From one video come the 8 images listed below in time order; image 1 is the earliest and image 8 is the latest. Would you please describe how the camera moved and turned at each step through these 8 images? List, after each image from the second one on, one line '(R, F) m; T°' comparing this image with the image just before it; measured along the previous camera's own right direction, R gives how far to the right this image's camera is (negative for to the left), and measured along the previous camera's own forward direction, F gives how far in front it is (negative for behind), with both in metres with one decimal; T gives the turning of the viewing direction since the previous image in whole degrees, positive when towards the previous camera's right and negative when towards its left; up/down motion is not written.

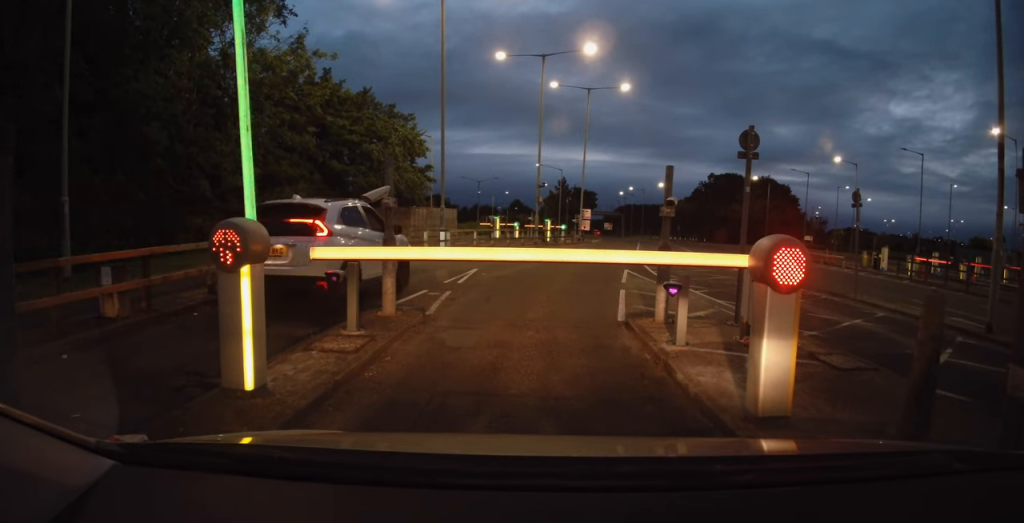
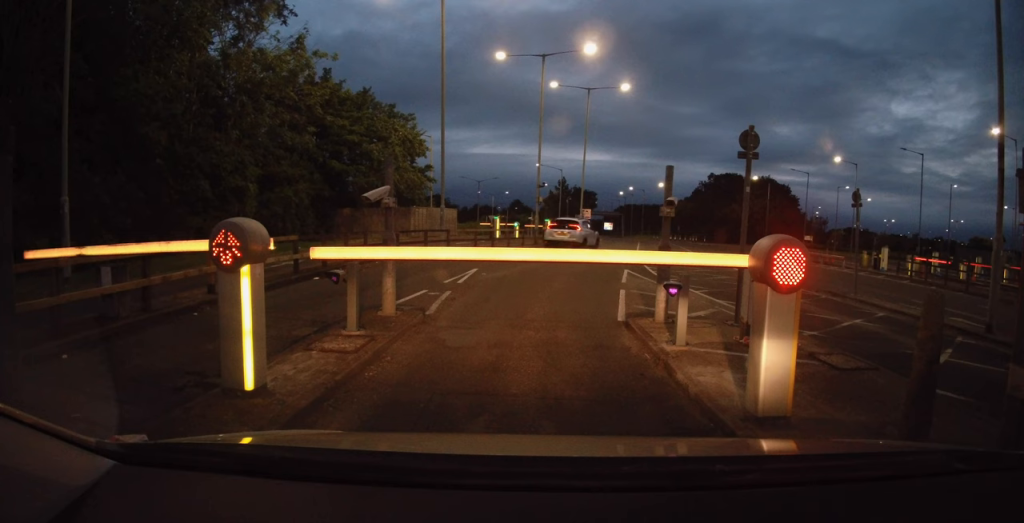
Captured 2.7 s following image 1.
(0.0, 0.0) m; 0°
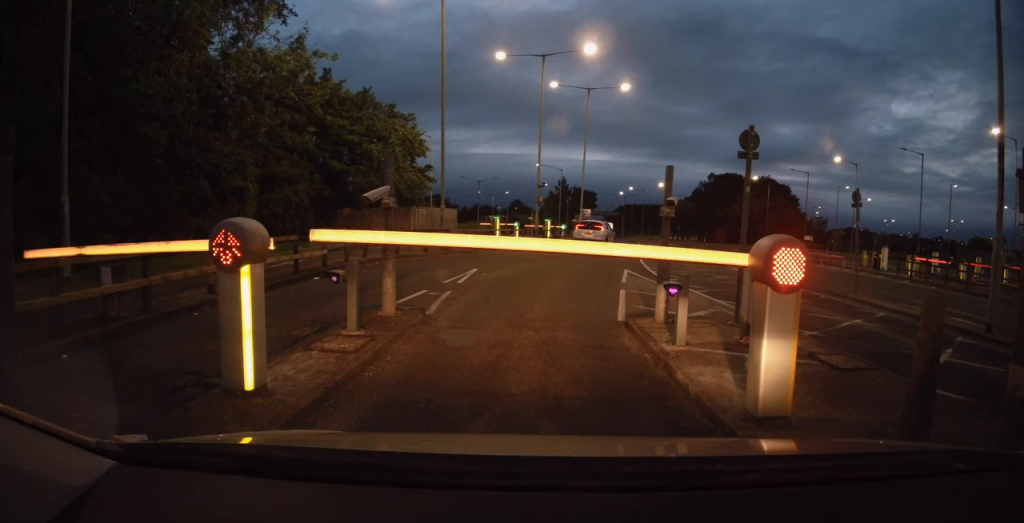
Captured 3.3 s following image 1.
(0.0, 0.0) m; 0°
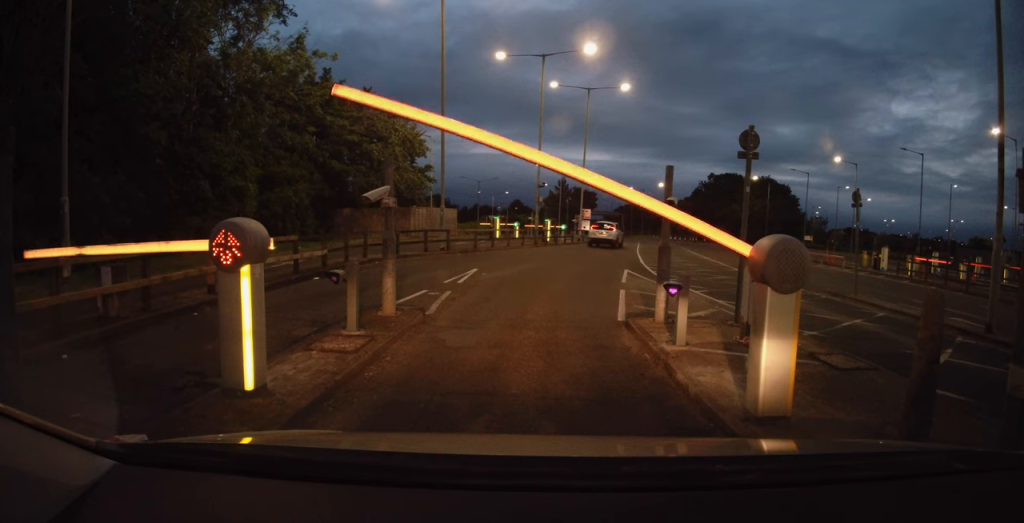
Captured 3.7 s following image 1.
(0.0, 0.0) m; 0°
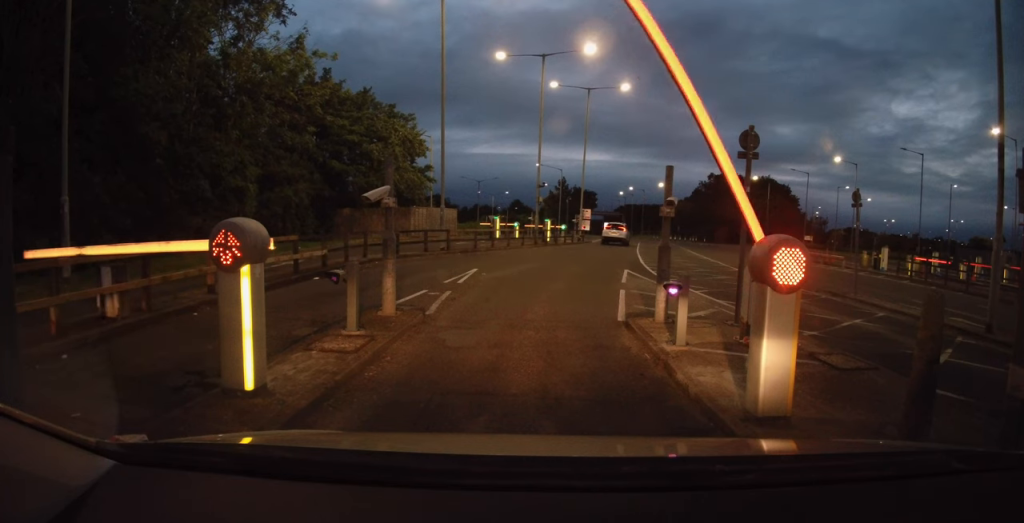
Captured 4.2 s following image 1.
(0.0, 0.0) m; 0°
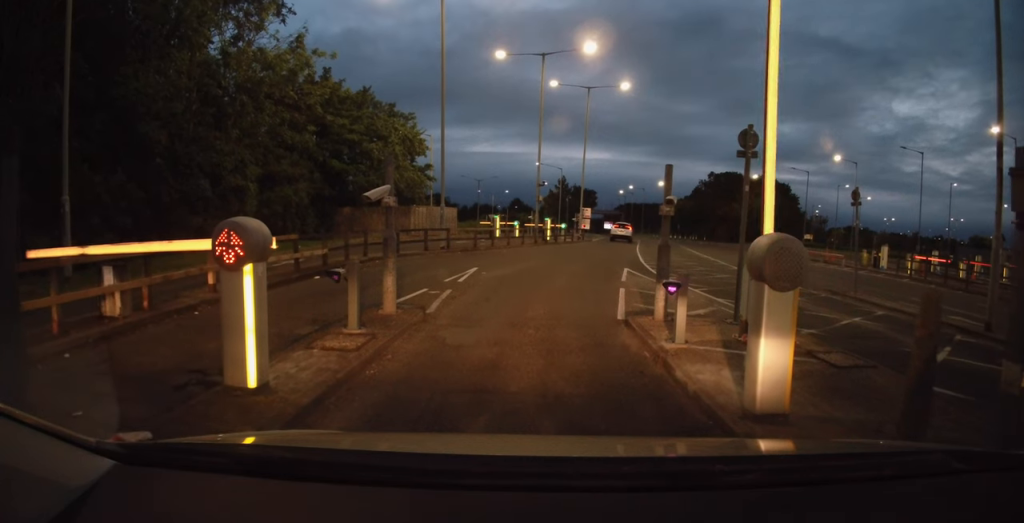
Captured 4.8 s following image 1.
(0.0, 0.0) m; 0°
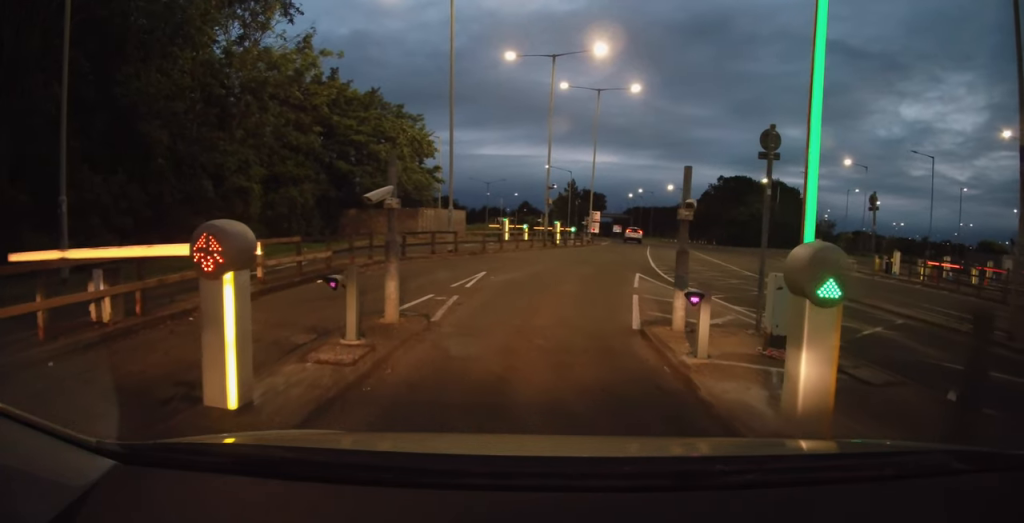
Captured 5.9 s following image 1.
(+0.1, +0.3) m; -1°
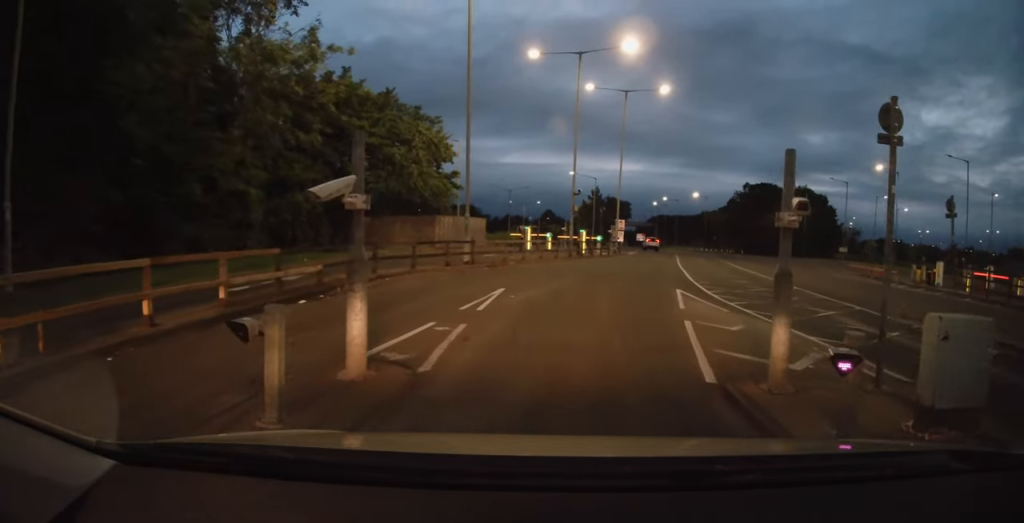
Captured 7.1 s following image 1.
(0.0, +1.6) m; -4°
